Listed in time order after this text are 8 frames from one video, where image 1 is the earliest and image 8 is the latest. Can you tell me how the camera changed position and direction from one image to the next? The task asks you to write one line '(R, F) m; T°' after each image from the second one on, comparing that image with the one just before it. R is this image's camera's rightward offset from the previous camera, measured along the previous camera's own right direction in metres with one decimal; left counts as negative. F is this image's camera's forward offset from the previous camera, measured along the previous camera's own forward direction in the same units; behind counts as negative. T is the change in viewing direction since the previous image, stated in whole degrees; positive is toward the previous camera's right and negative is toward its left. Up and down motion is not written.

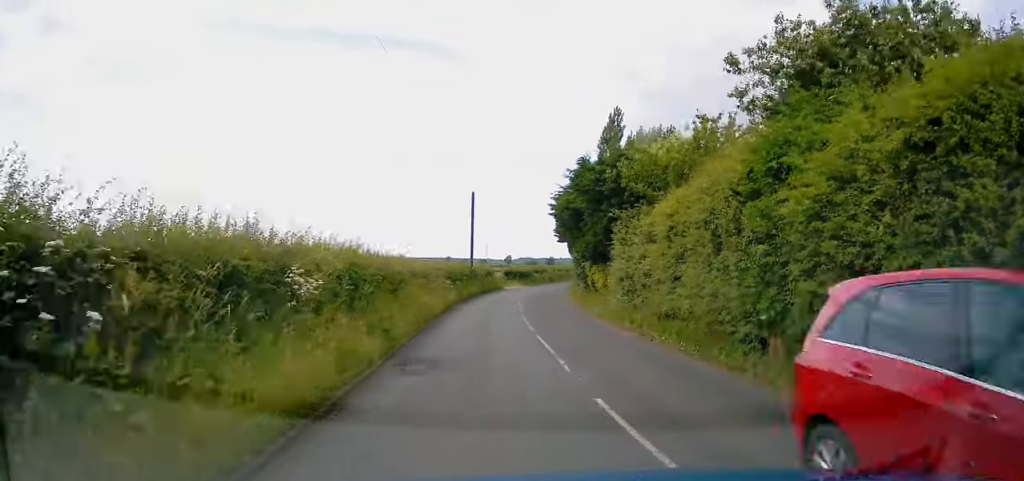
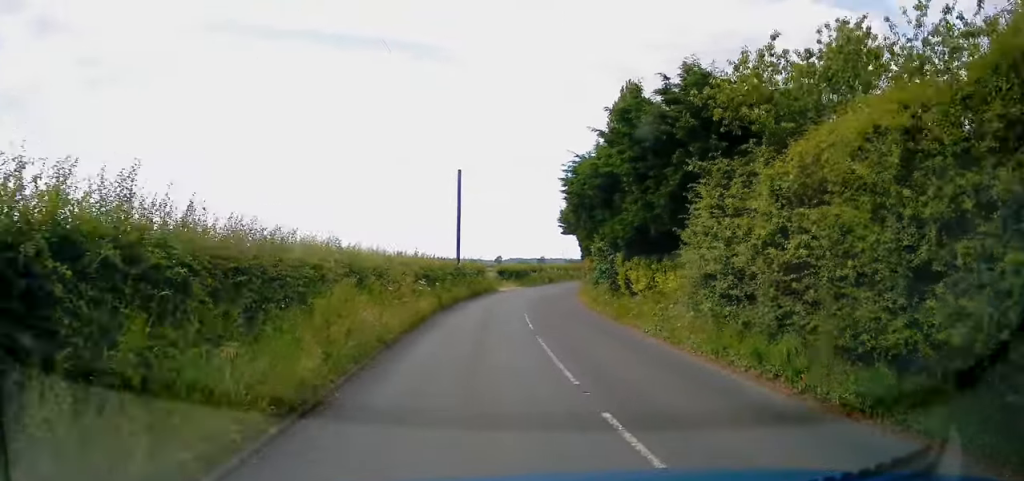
(0.0, +9.4) m; 0°
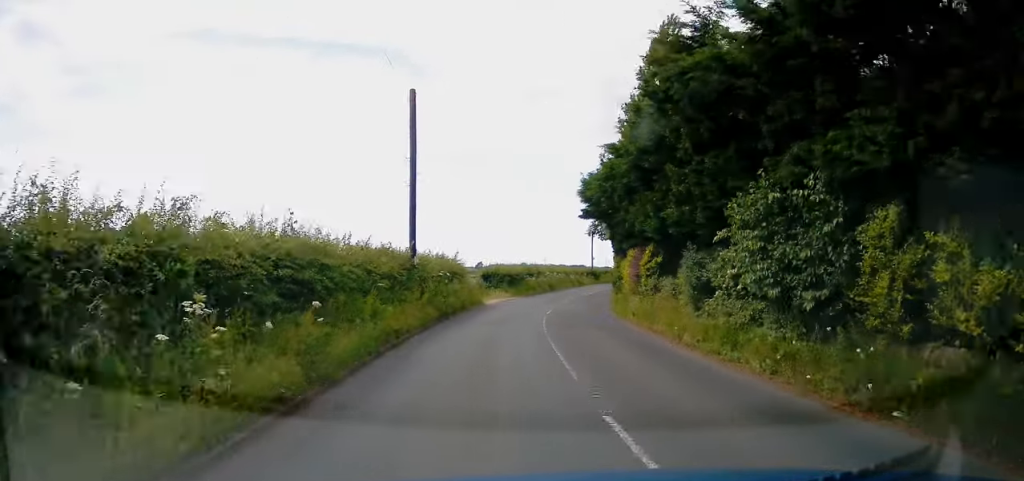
(0.0, +16.3) m; +3°
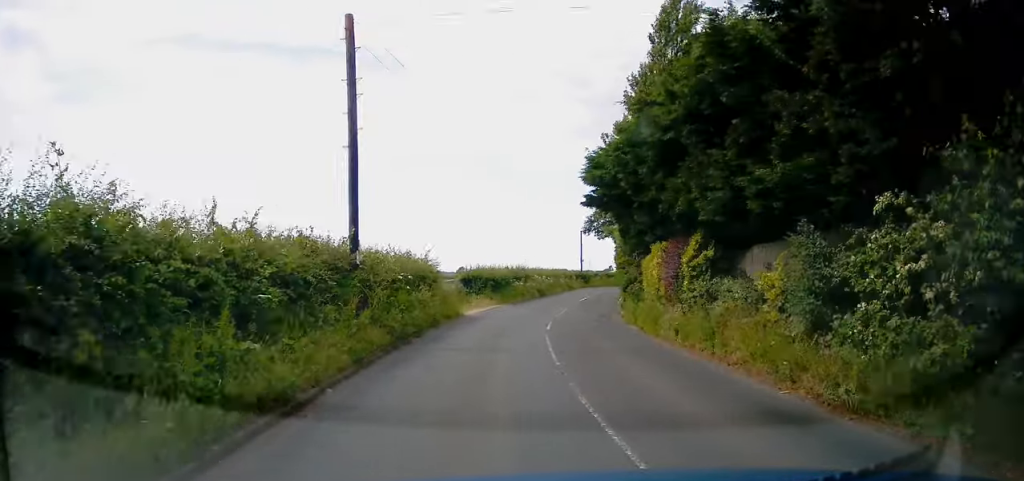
(+0.1, +6.6) m; +2°
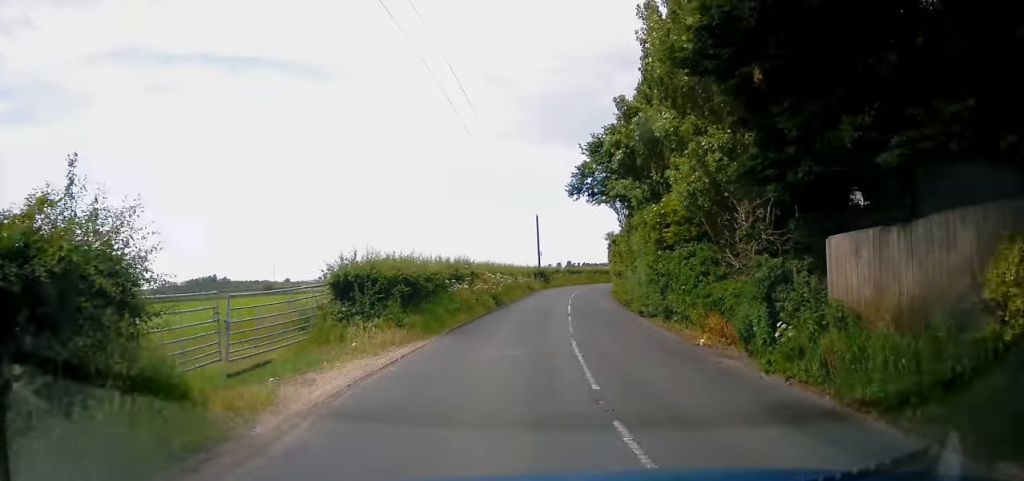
(+0.8, +18.2) m; +5°
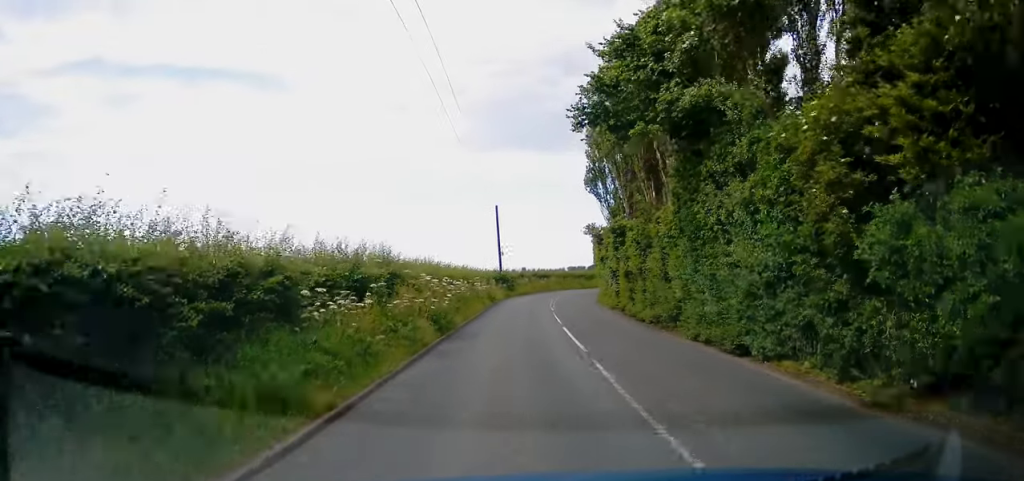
(+0.4, +12.5) m; +4°
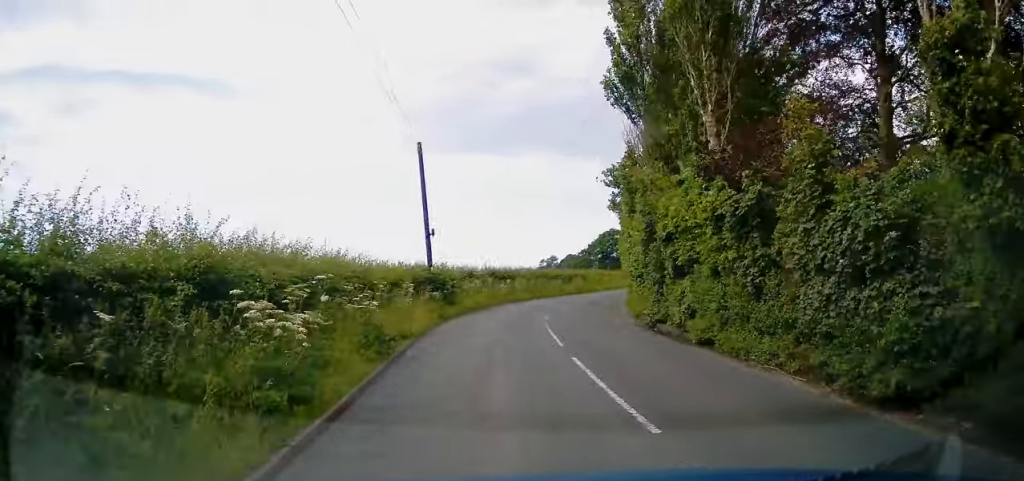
(+1.2, +23.6) m; +5°
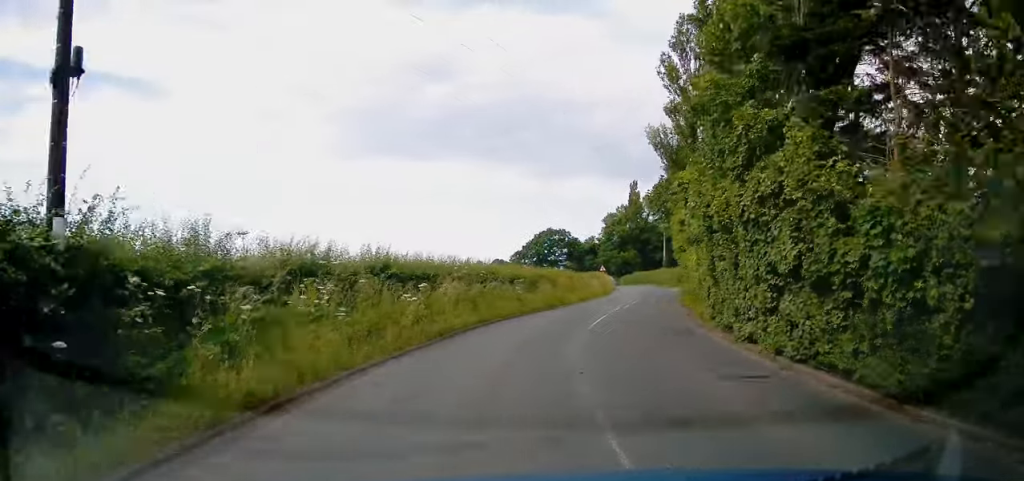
(+1.5, +21.1) m; +9°
